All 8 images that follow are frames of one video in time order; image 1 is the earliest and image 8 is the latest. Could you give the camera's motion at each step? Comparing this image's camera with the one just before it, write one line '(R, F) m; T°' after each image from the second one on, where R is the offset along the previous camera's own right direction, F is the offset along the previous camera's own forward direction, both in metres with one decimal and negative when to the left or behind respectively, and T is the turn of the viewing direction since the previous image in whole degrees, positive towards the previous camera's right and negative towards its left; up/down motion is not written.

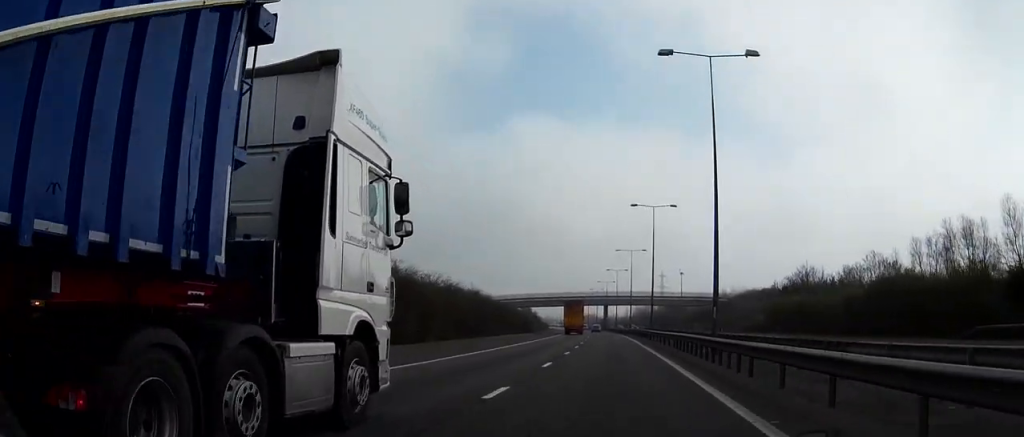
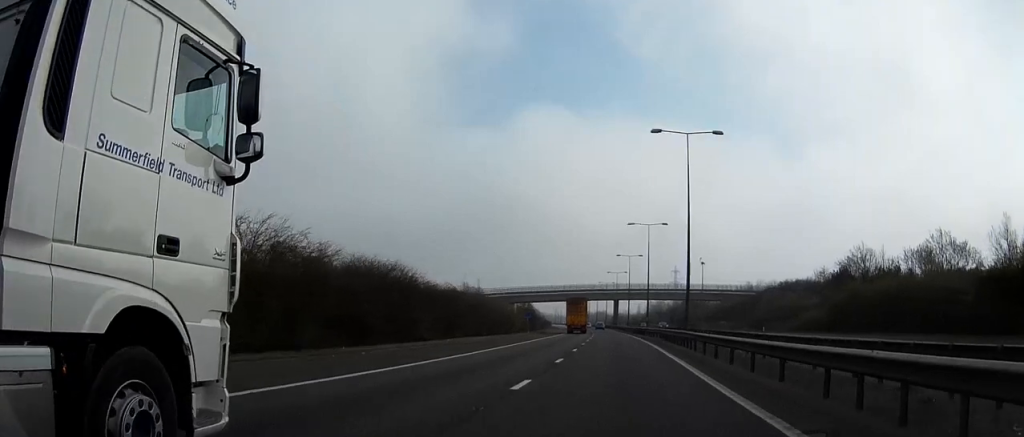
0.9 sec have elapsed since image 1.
(-0.2, +26.1) m; -1°
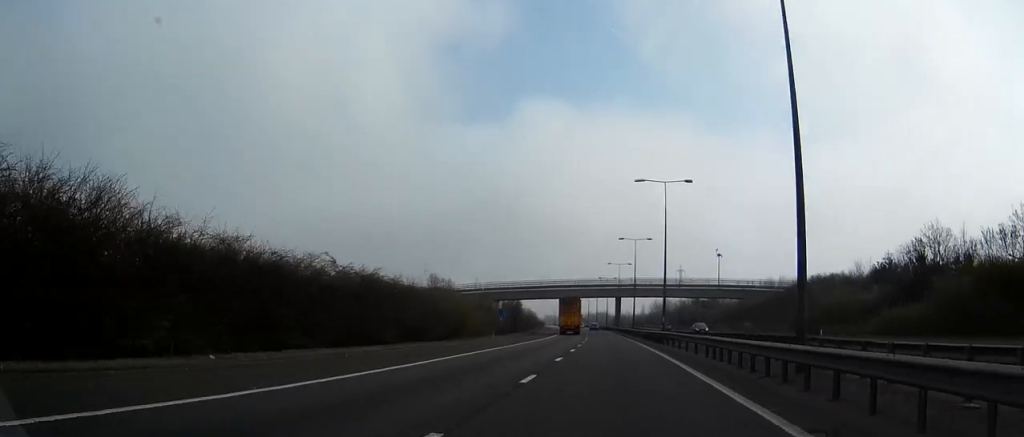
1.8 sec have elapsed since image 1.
(-0.2, +26.1) m; -1°
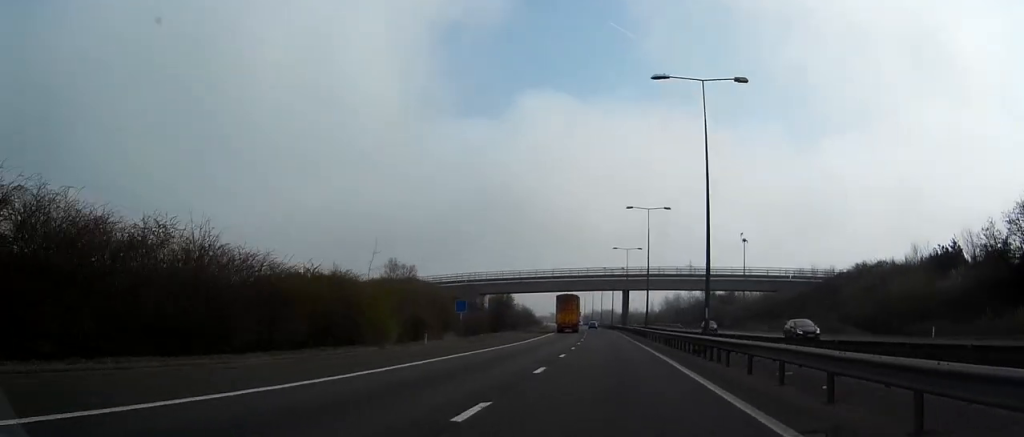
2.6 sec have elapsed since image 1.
(-0.2, +24.2) m; -1°
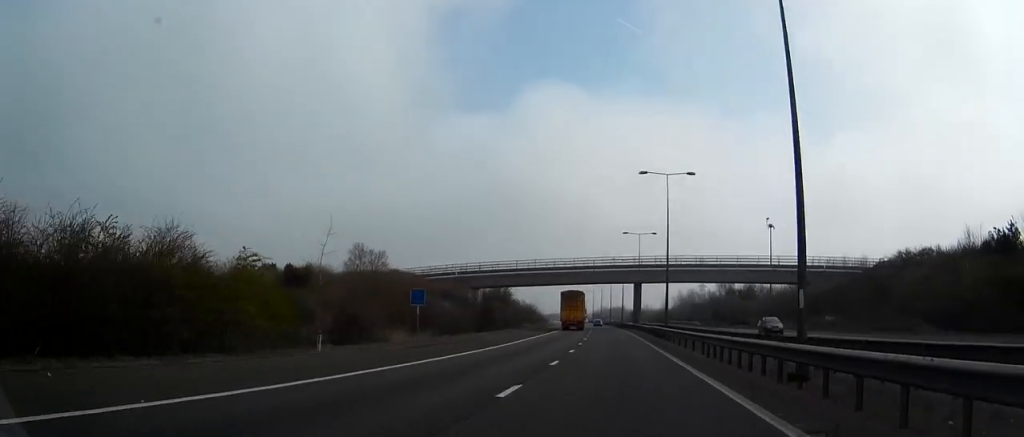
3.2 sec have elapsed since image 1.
(0.0, +15.5) m; -1°
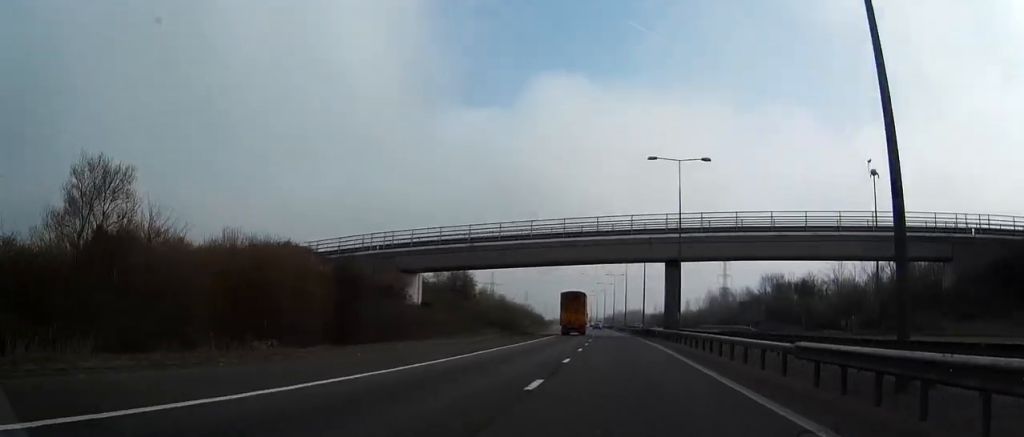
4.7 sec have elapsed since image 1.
(-0.7, +44.7) m; -1°
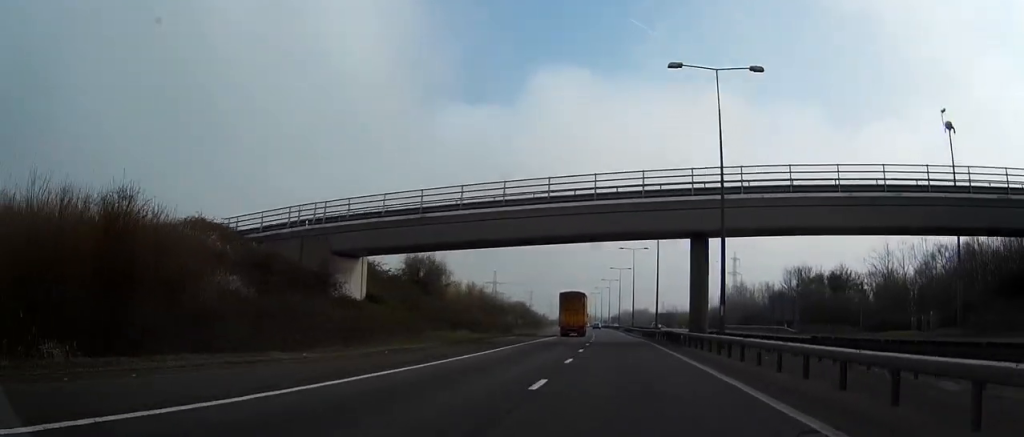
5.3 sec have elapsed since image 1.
(-0.1, +18.5) m; 0°
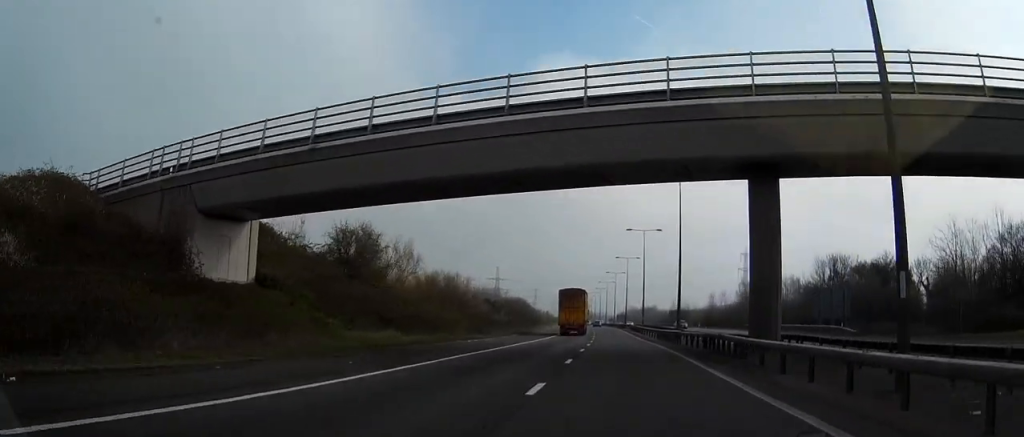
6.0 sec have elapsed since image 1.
(0.0, +19.5) m; 0°
